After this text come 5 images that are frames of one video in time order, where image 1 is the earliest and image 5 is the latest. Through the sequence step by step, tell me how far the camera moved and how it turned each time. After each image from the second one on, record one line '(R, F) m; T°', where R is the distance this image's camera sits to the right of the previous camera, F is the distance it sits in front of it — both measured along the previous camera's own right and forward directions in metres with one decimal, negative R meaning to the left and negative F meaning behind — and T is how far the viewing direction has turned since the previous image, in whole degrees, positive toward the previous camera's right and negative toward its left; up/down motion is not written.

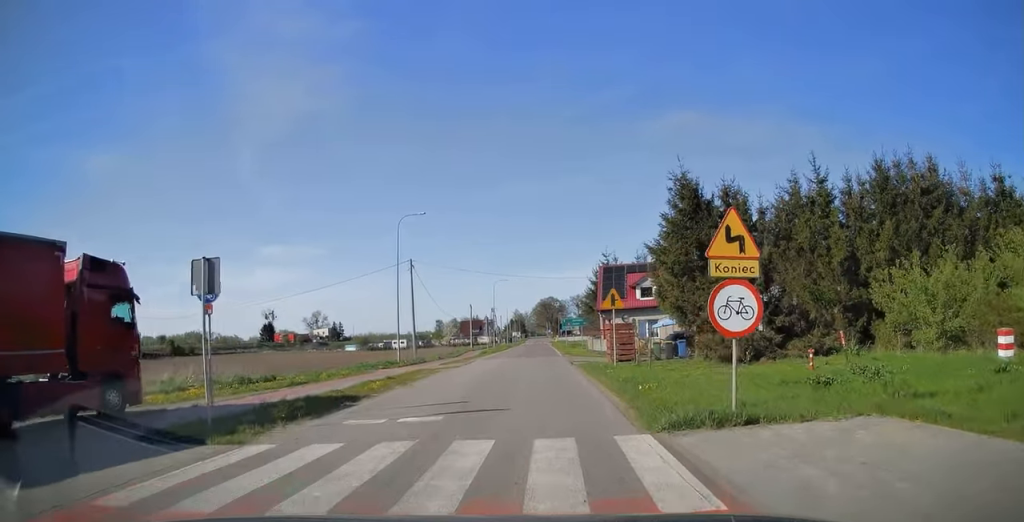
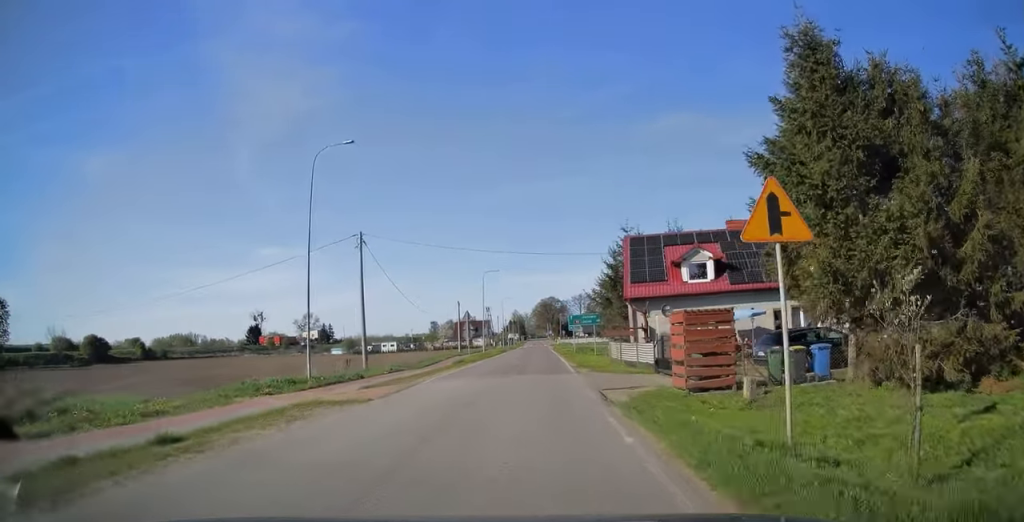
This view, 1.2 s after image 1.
(+0.1, +16.0) m; 0°
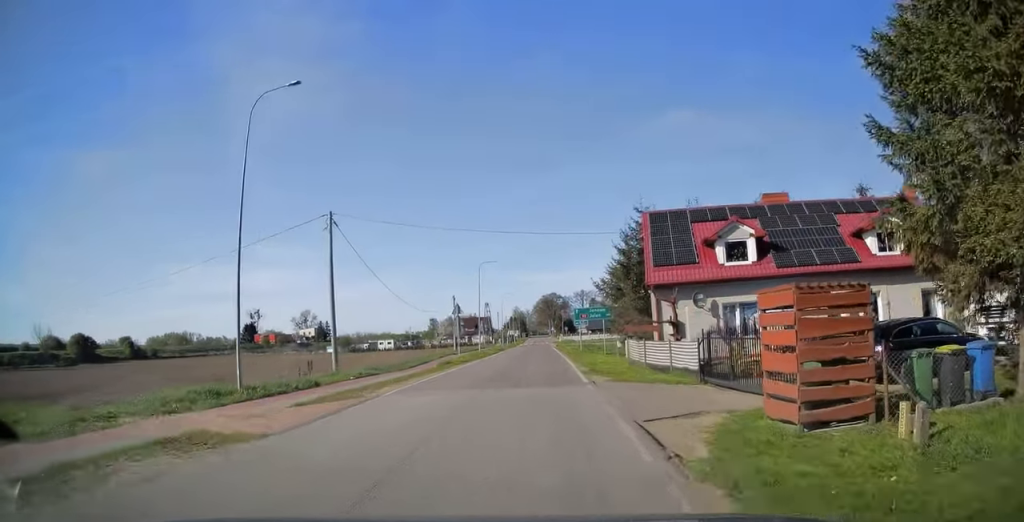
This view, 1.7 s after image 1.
(0.0, +6.3) m; 0°
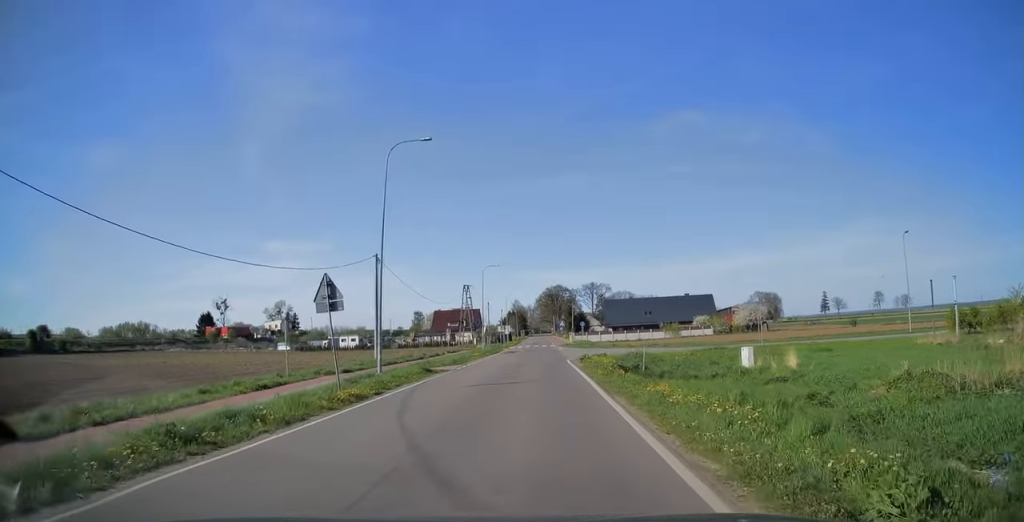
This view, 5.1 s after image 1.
(-0.9, +42.6) m; -2°
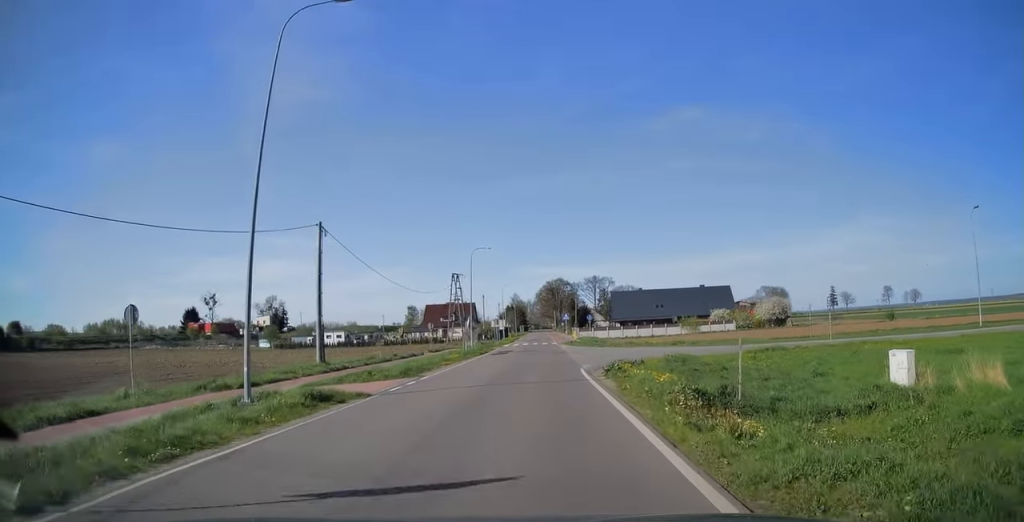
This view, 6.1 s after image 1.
(0.0, +12.0) m; 0°
